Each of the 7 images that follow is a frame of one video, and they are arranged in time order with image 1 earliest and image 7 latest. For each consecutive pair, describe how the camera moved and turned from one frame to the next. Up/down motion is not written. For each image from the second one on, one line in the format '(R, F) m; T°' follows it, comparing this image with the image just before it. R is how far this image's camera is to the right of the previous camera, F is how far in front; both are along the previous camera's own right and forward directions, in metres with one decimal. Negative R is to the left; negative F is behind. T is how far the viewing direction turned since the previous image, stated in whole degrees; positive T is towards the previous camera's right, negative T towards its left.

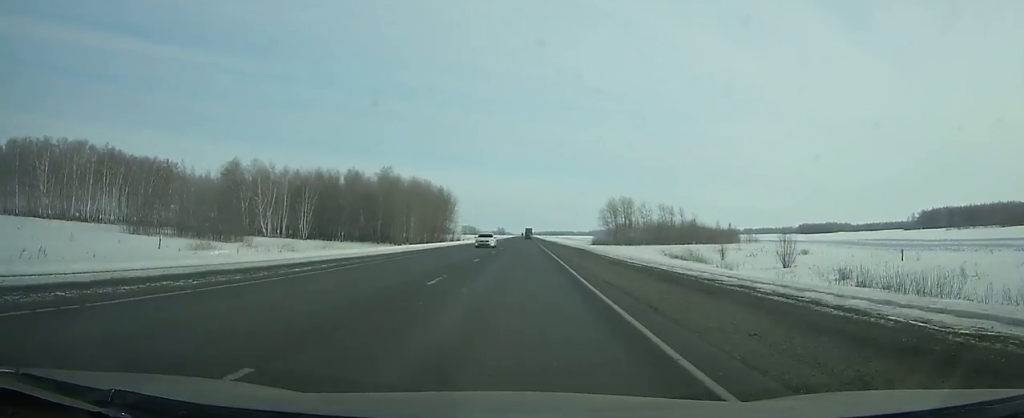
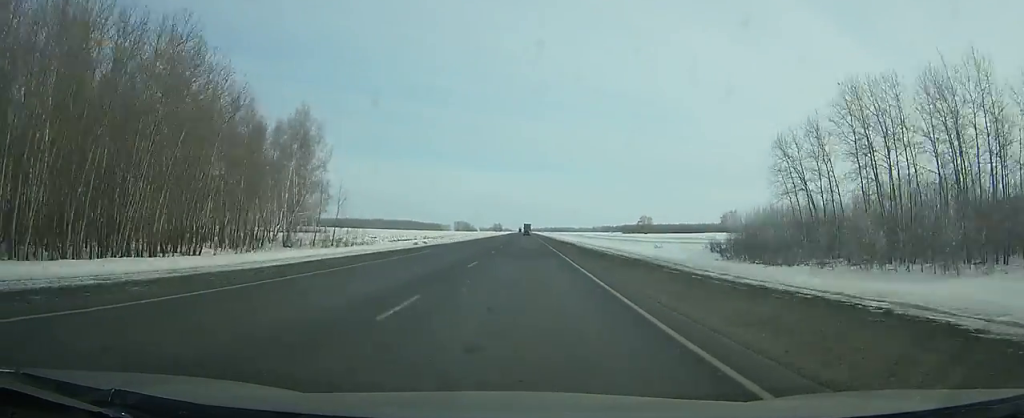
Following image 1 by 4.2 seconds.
(+0.3, +113.8) m; 0°
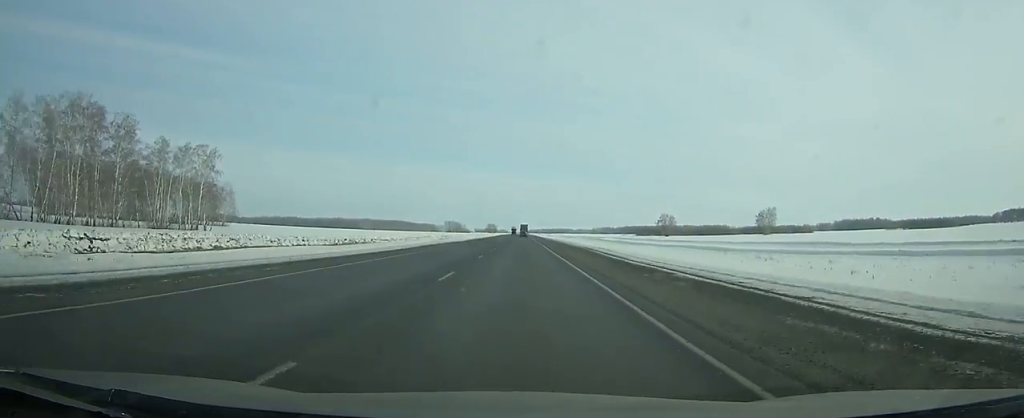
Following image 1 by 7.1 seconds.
(+0.1, +78.5) m; 0°
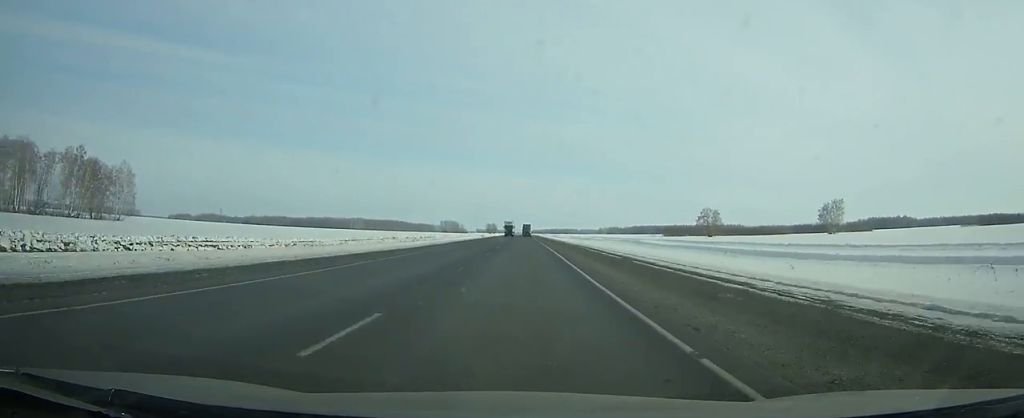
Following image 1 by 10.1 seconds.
(+0.2, +81.1) m; 0°
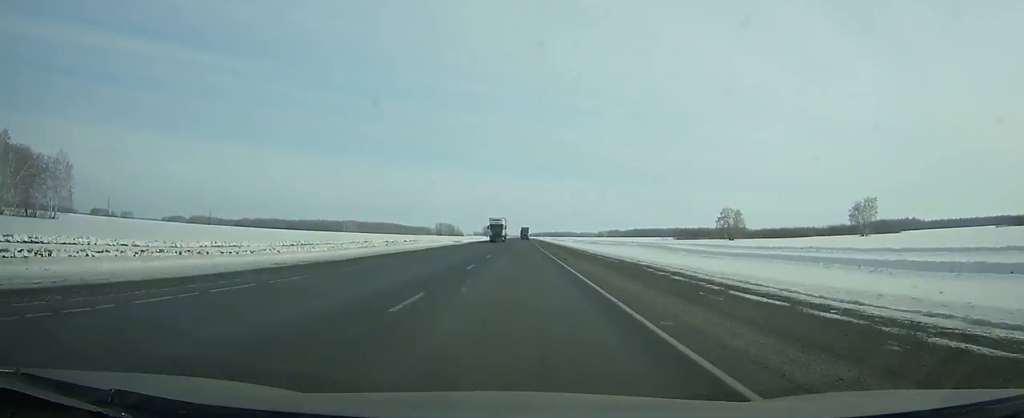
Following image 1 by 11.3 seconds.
(-0.1, +32.4) m; 0°
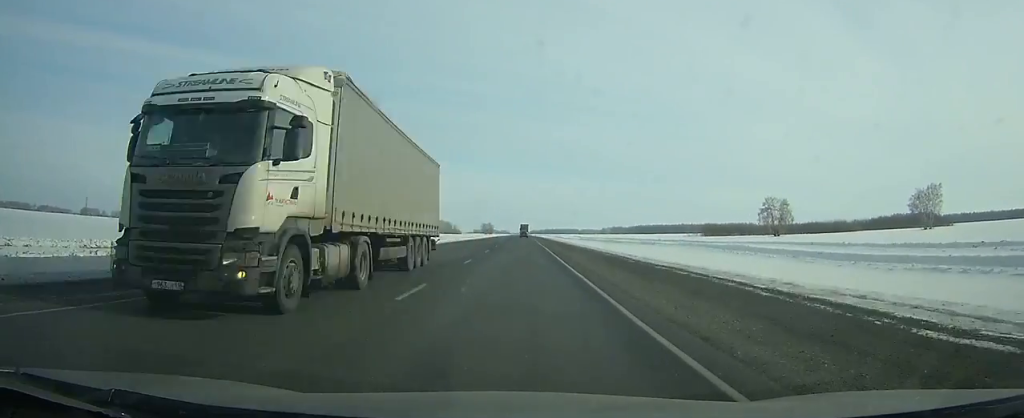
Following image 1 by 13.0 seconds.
(-0.1, +45.9) m; 0°
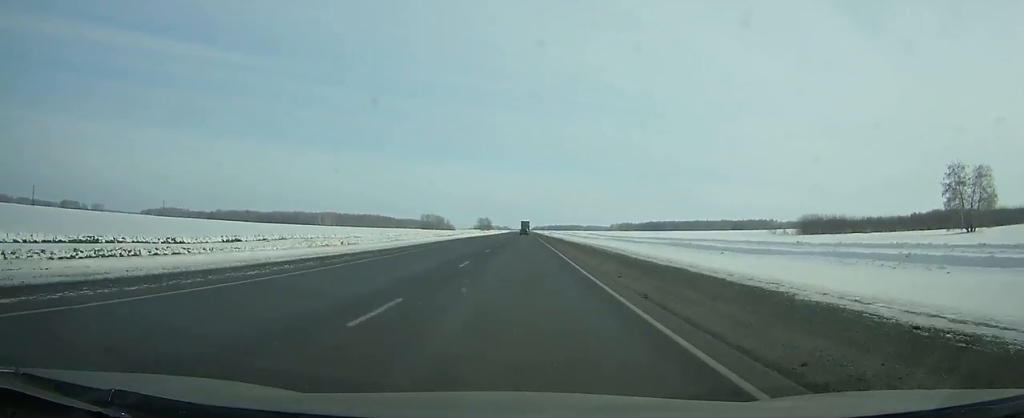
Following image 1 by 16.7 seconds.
(-0.2, +100.0) m; 0°
